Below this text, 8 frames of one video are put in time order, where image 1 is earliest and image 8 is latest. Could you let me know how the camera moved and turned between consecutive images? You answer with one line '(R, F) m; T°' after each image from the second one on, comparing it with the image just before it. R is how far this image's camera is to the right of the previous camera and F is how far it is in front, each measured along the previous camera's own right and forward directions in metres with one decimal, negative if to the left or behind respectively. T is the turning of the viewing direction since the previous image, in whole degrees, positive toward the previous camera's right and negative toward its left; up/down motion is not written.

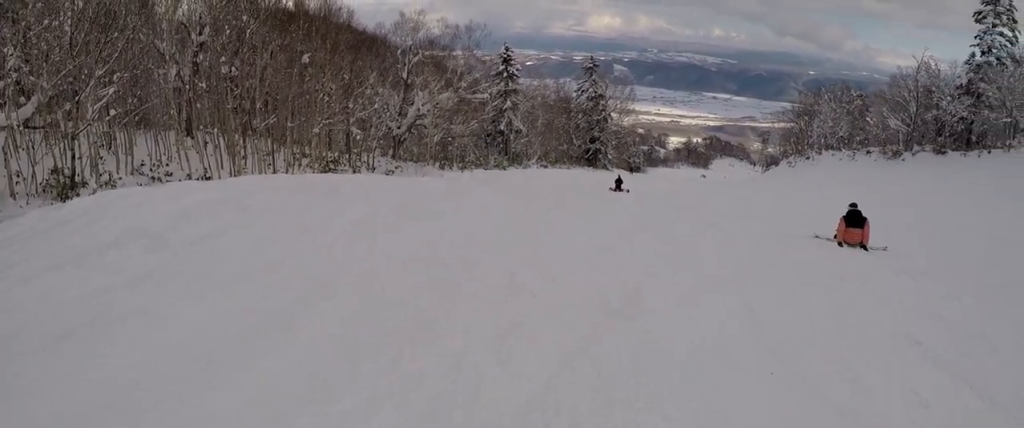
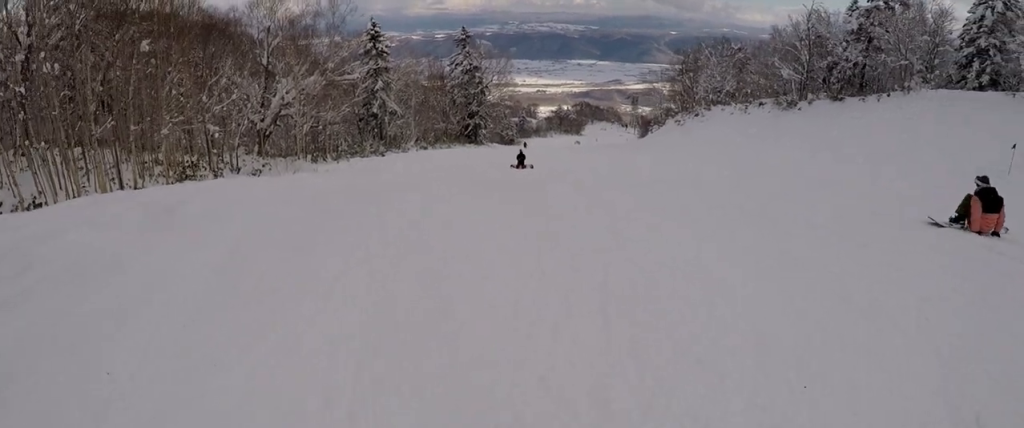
(+0.3, +5.3) m; +15°
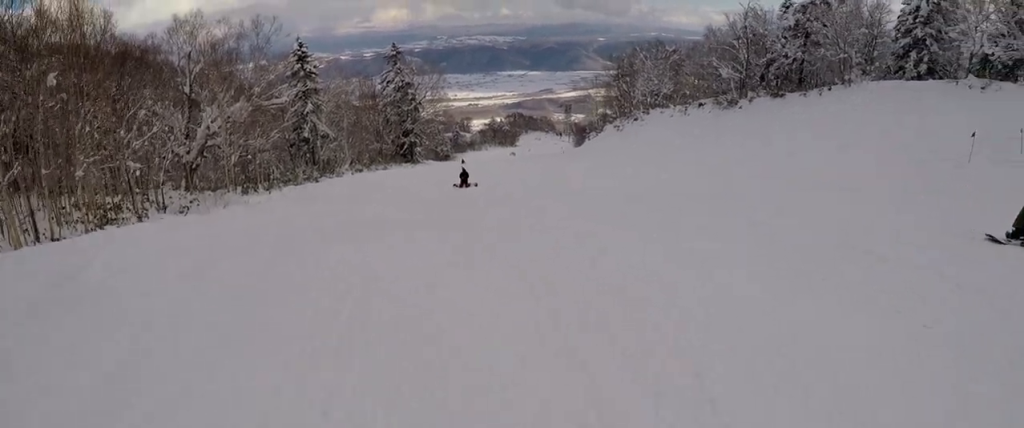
(-0.1, +1.9) m; +8°
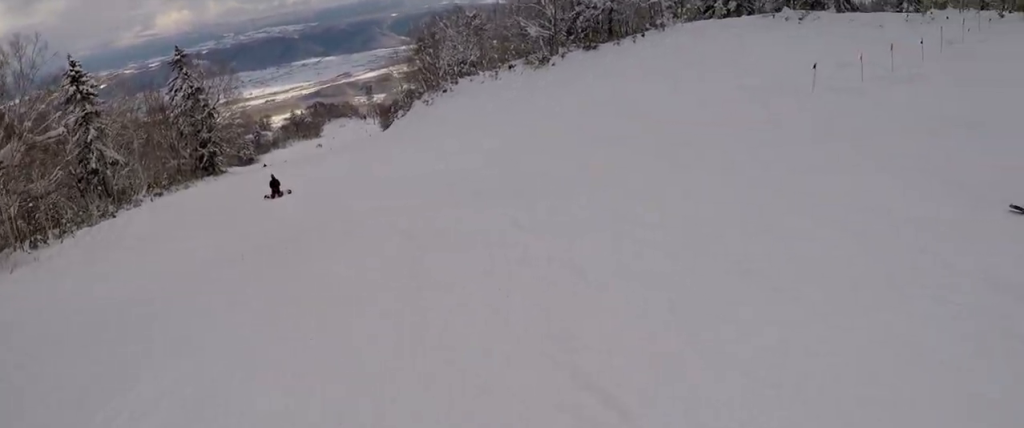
(+0.7, +3.2) m; +9°
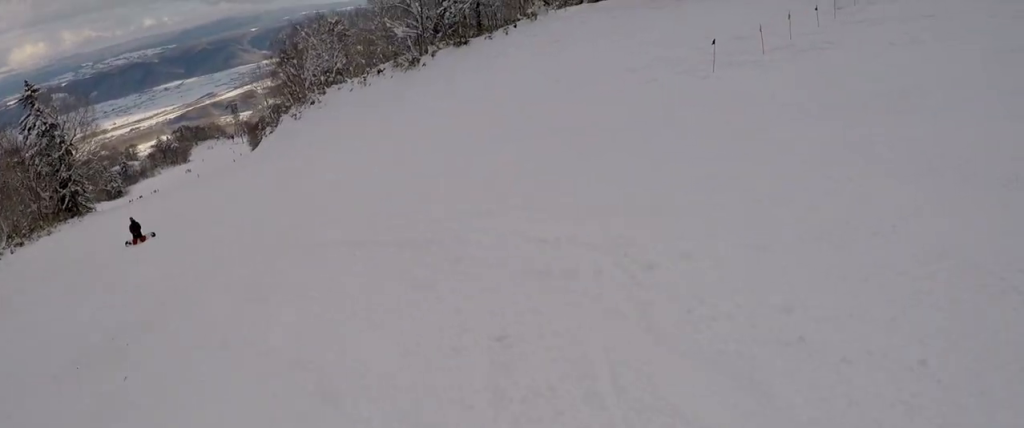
(+0.2, +3.3) m; +10°
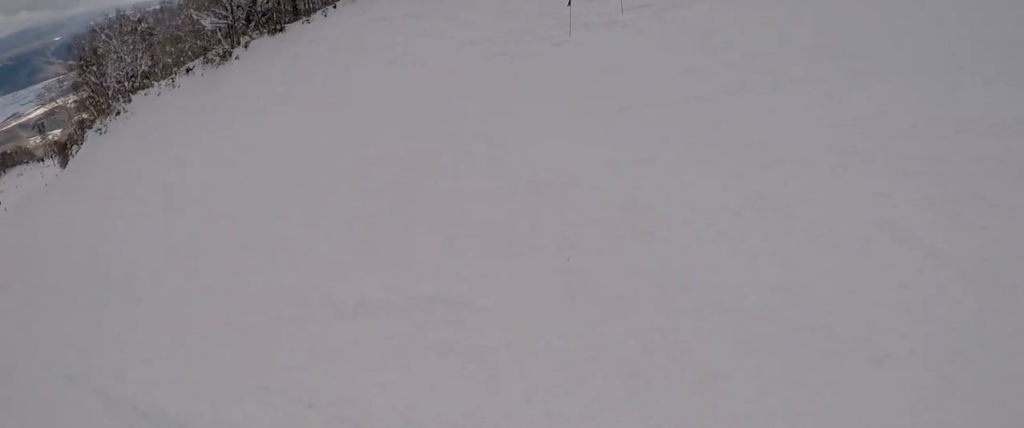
(+0.1, +4.4) m; +12°
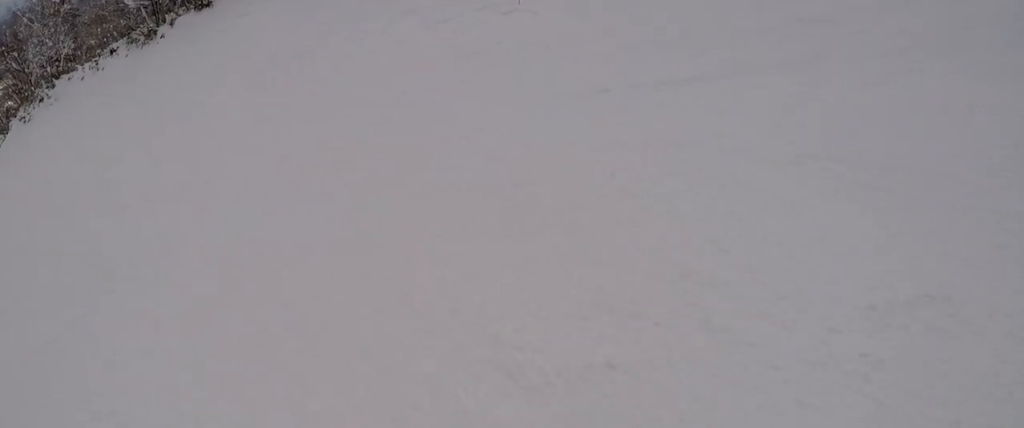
(+0.7, +2.4) m; -1°
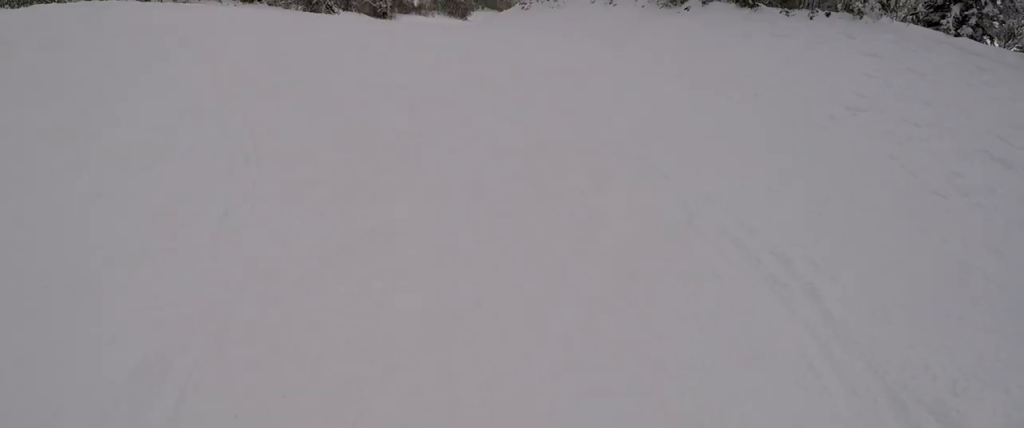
(-3.6, +13.1) m; -46°
